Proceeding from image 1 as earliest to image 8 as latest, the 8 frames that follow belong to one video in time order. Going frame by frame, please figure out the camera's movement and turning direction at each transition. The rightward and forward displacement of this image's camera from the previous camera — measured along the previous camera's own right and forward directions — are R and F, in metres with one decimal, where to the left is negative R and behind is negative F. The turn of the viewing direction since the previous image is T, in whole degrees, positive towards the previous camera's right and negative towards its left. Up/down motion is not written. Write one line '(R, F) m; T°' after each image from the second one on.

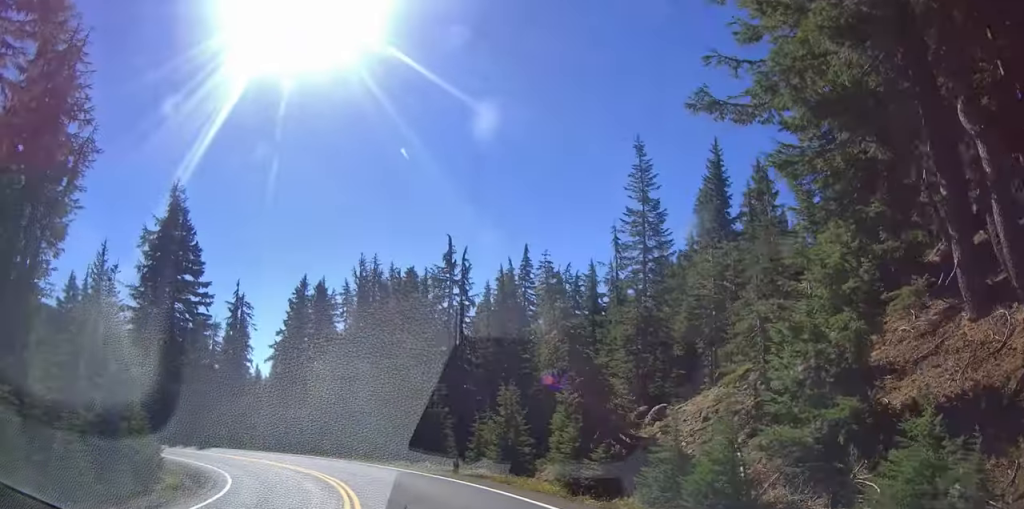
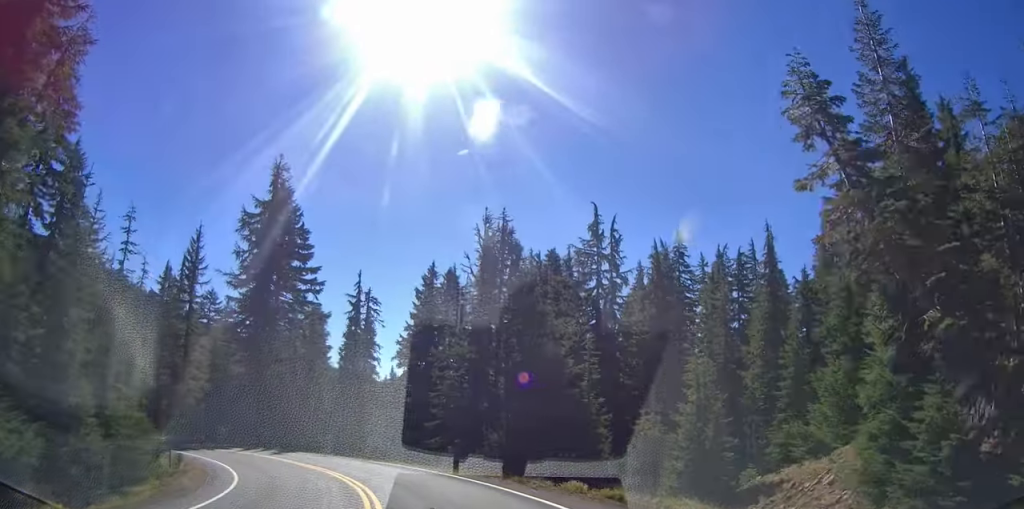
(0.0, +9.3) m; -5°
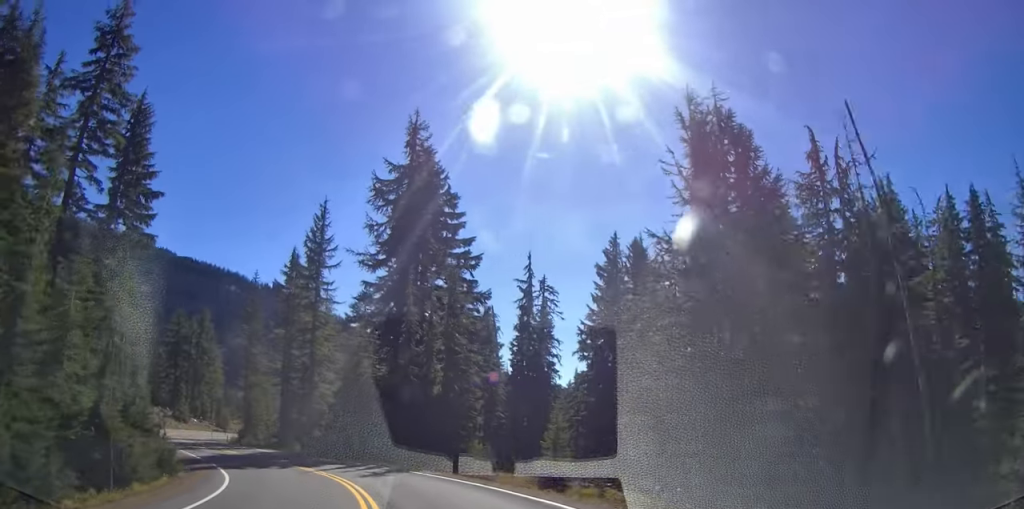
(-2.3, +10.7) m; -30°
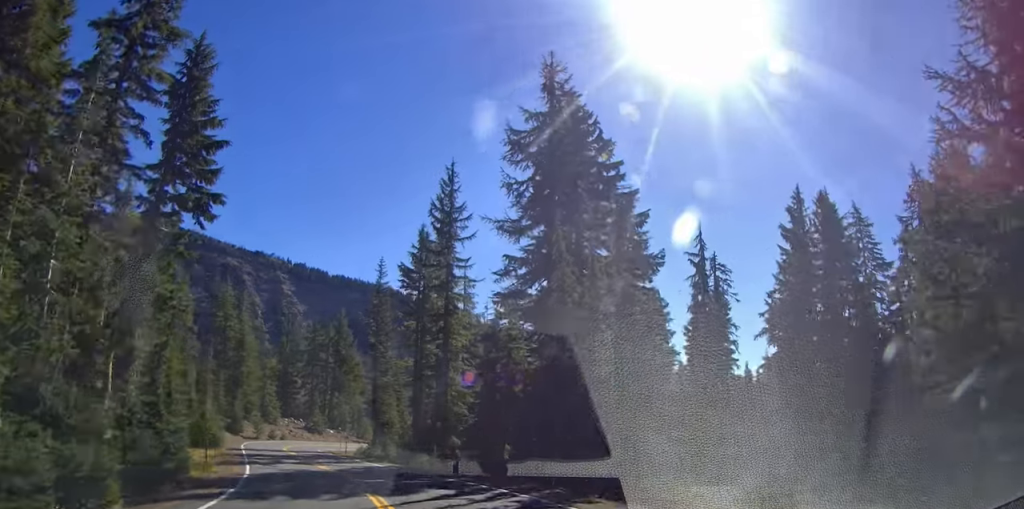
(-2.2, +8.8) m; -26°
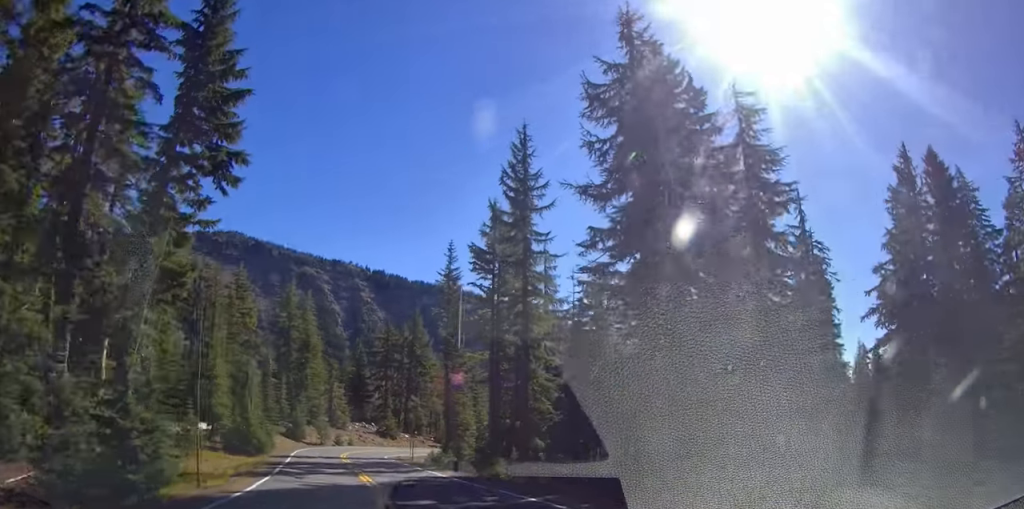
(-1.1, +6.0) m; -8°
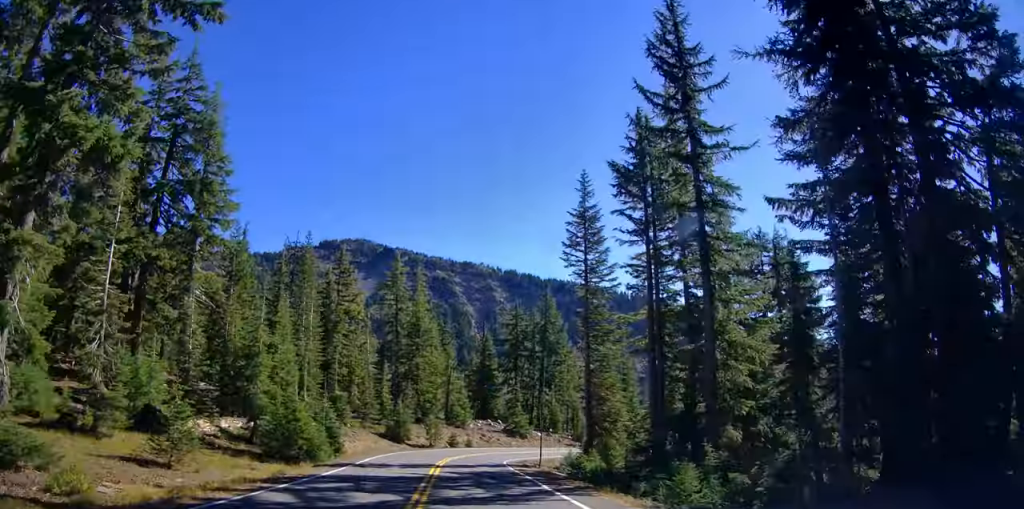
(-1.3, +13.4) m; -7°
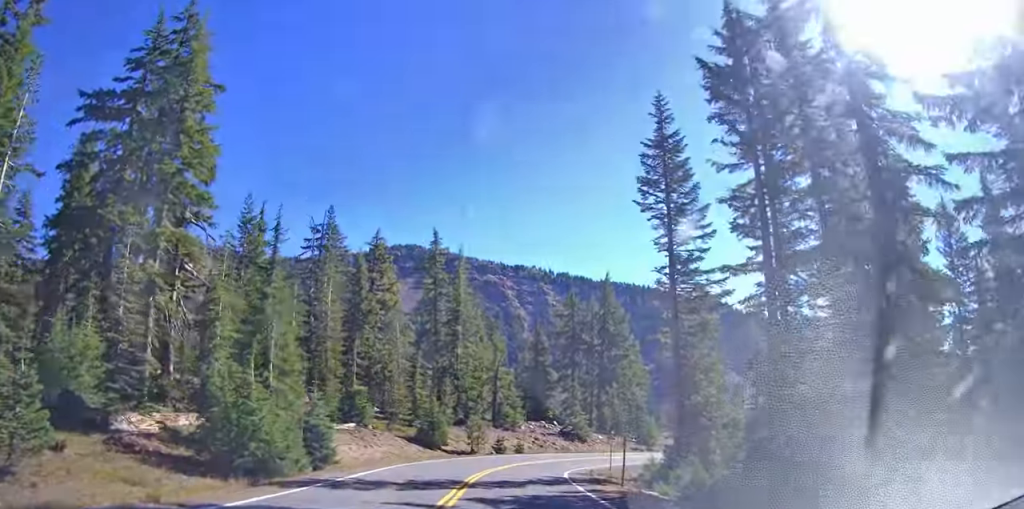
(-0.1, +9.5) m; -1°
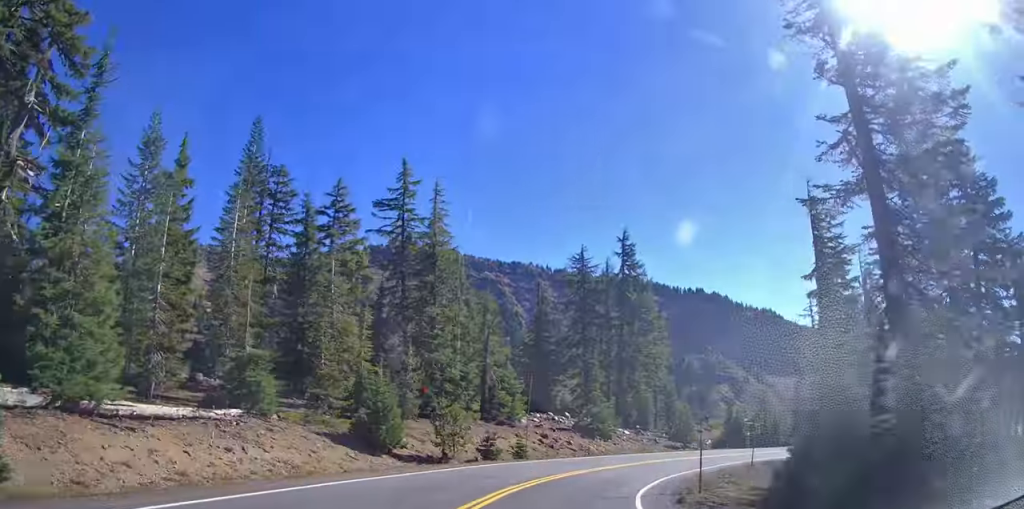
(-0.1, +16.3) m; 0°
